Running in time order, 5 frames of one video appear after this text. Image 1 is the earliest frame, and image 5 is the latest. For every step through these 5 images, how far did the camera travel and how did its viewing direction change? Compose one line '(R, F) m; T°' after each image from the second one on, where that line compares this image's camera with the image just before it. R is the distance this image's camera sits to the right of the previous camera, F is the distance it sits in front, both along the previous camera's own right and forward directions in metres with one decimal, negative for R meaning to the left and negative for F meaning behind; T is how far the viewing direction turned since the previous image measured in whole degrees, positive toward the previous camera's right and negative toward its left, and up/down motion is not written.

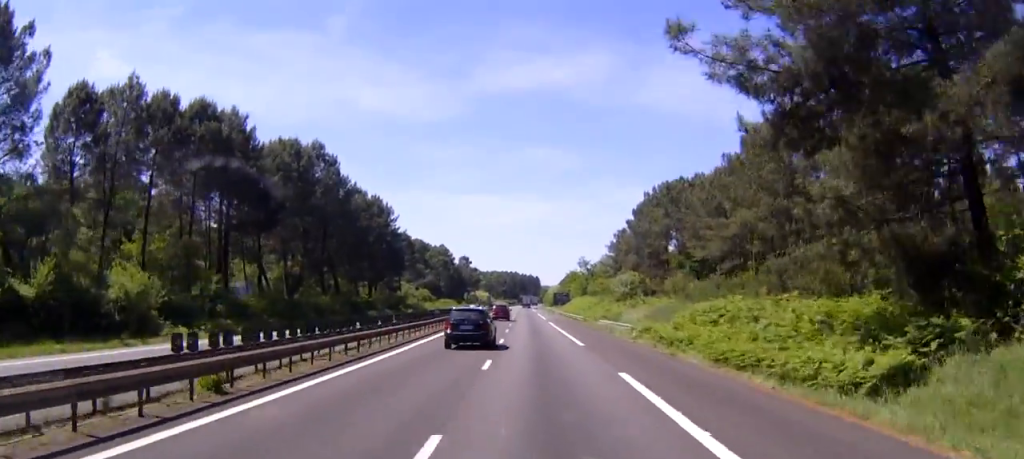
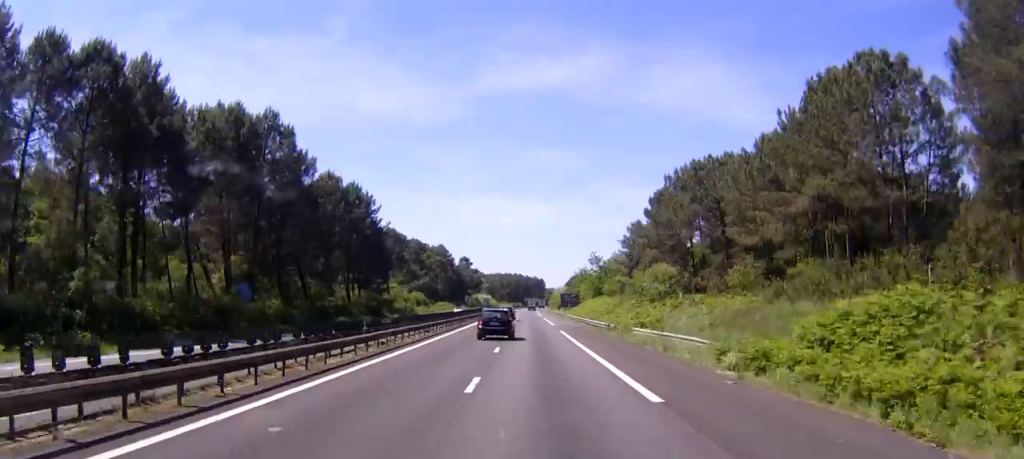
(0.0, +18.3) m; 0°
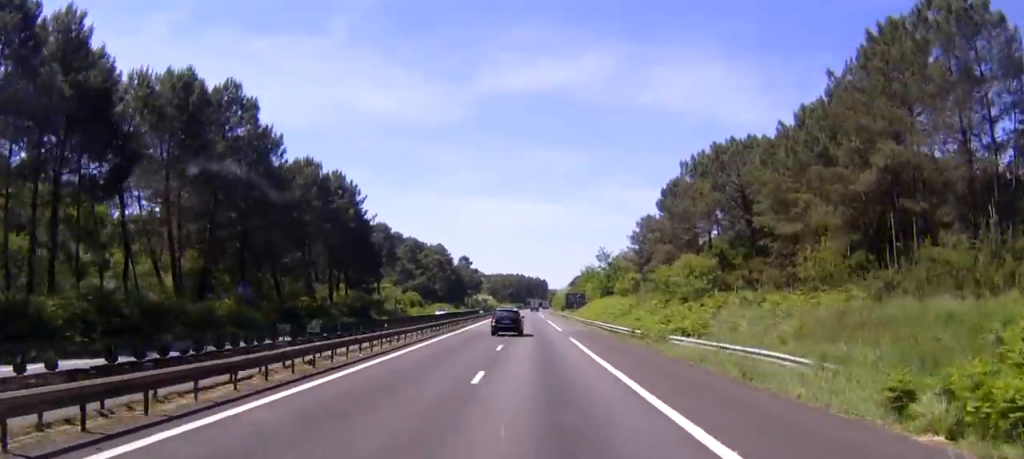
(+0.1, +11.2) m; 0°
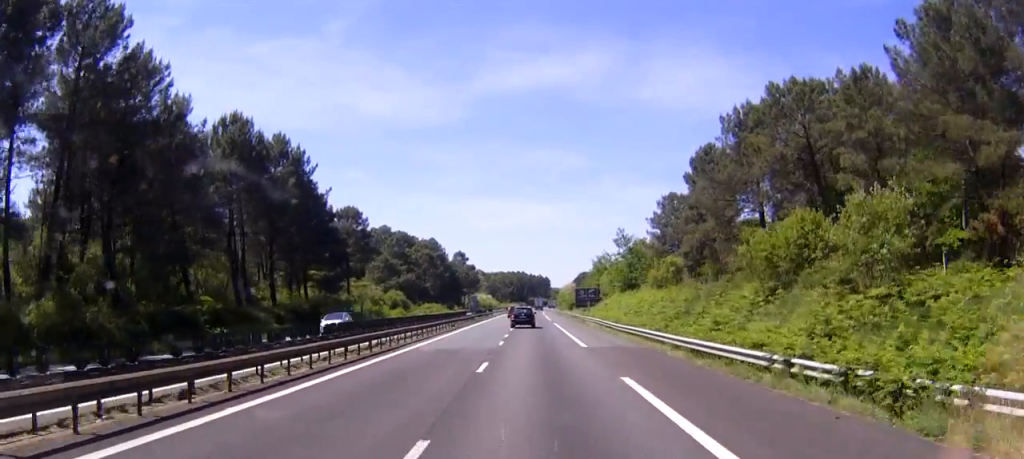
(-0.3, +23.9) m; -1°
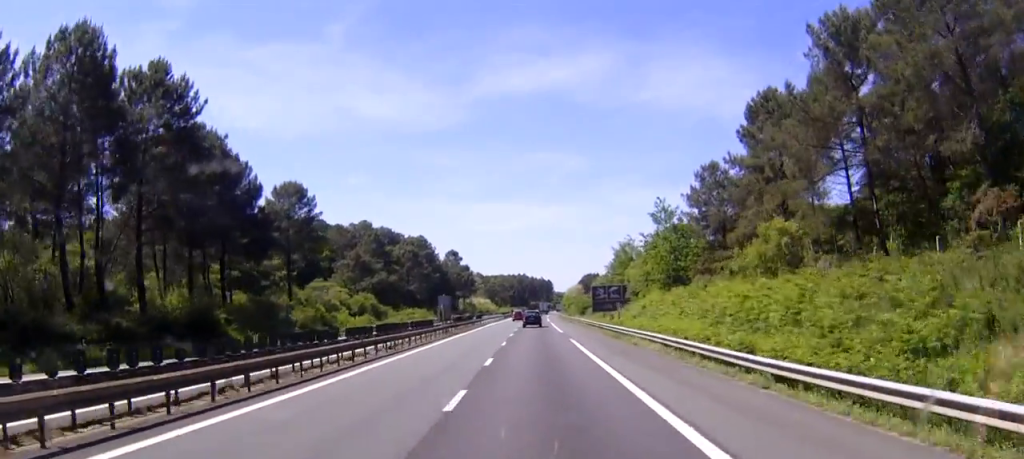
(0.0, +28.7) m; 0°
